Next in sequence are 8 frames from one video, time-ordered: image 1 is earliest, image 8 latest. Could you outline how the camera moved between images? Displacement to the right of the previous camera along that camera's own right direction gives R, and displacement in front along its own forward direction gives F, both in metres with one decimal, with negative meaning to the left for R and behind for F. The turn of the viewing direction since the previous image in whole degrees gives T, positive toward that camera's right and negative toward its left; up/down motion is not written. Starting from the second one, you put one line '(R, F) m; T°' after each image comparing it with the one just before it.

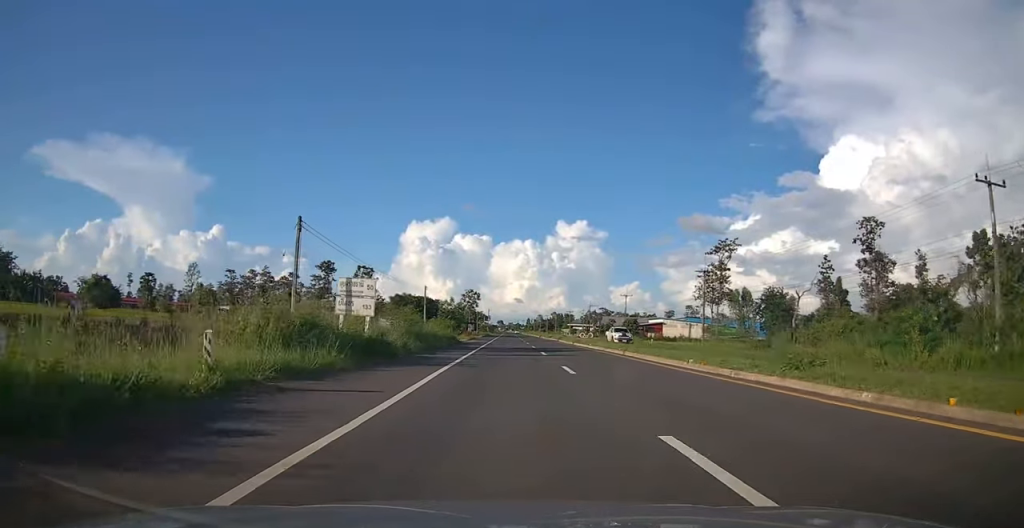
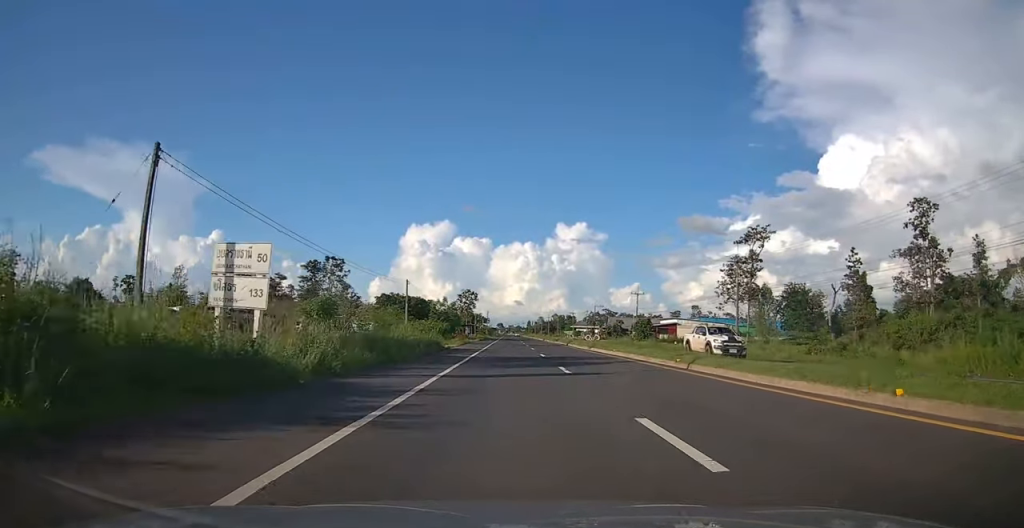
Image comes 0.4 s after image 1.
(0.0, +10.7) m; 0°
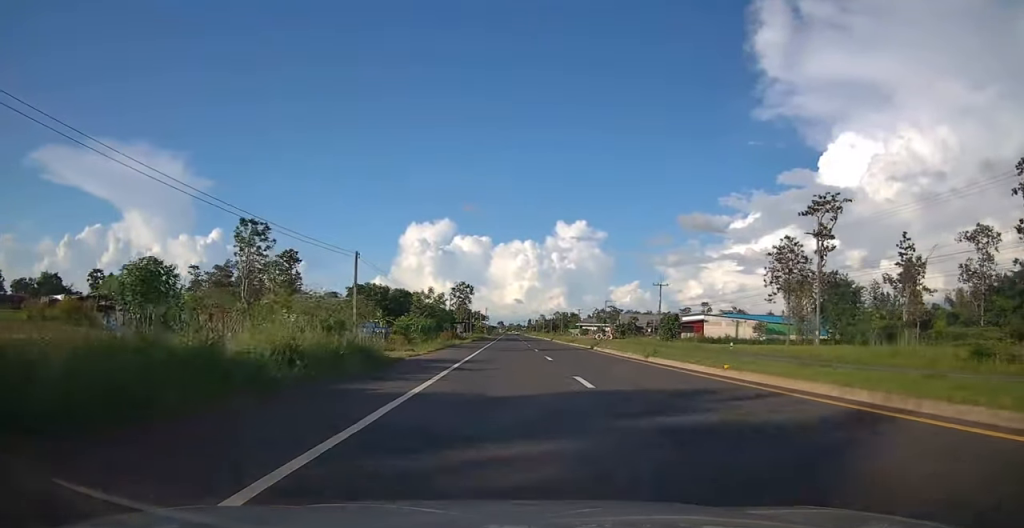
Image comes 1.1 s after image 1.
(0.0, +16.6) m; 0°
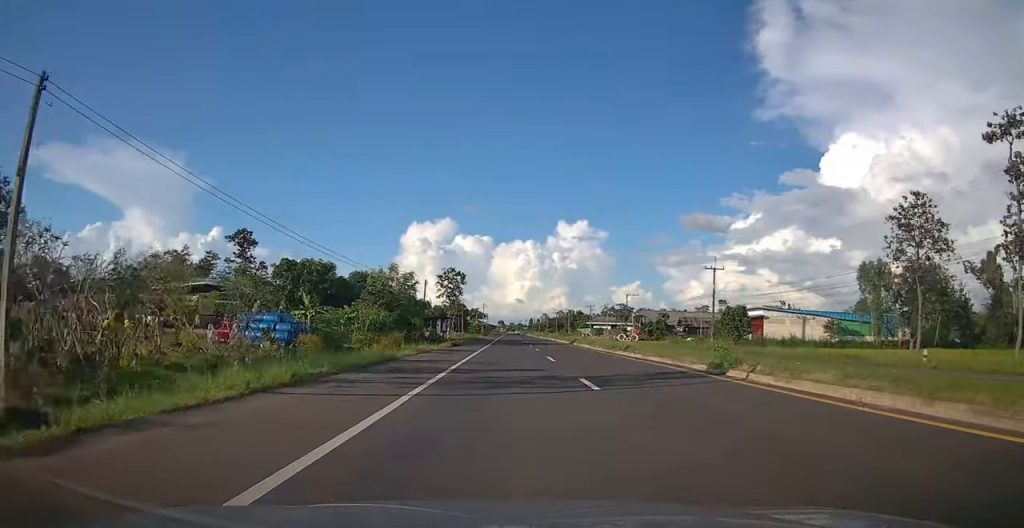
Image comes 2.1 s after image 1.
(0.0, +24.5) m; 0°
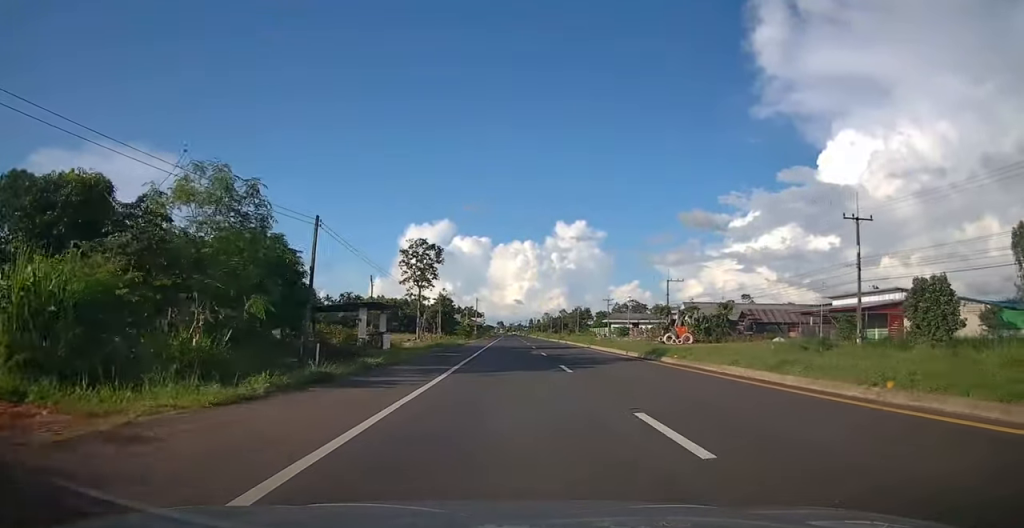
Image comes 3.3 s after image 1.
(+0.1, +30.7) m; 0°
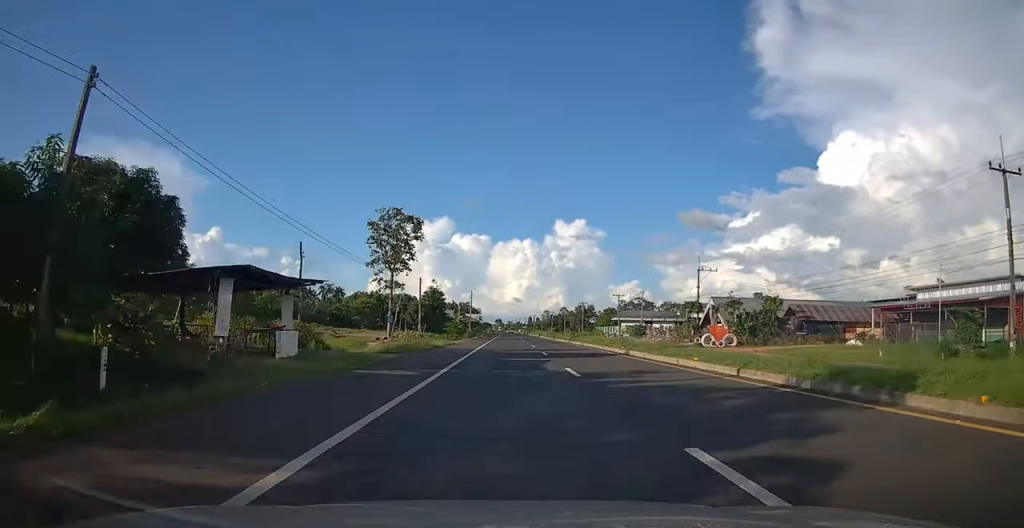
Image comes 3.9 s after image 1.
(0.0, +14.5) m; 0°
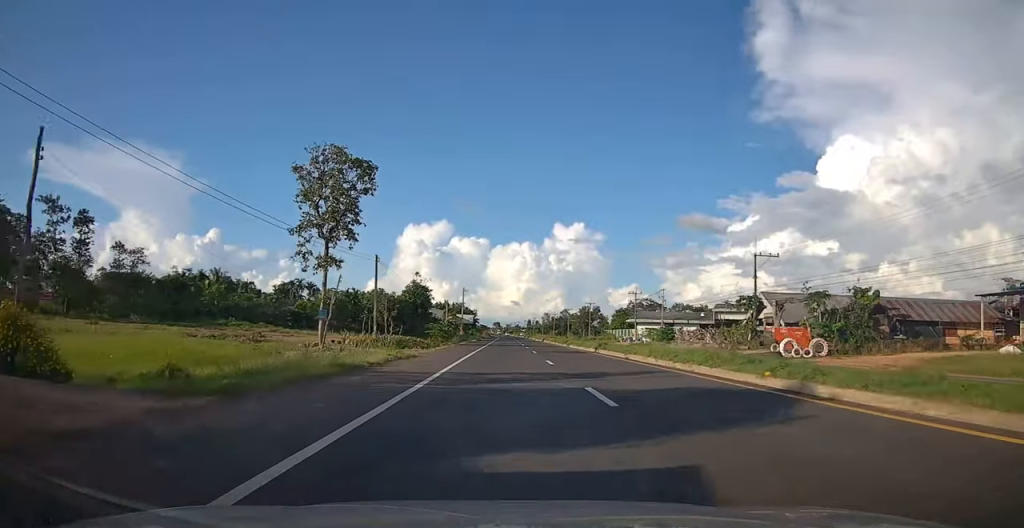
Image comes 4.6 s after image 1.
(0.0, +17.4) m; 0°
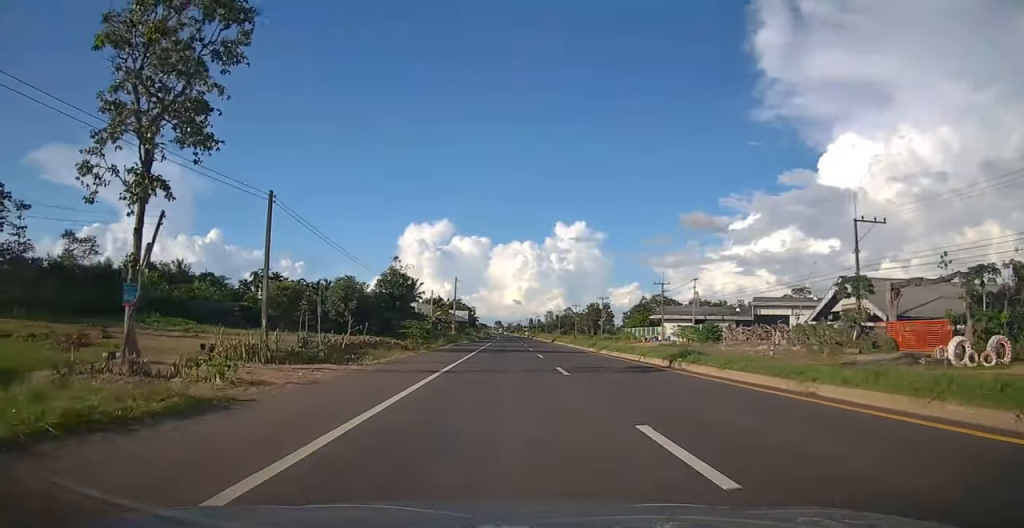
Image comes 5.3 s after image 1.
(0.0, +17.0) m; 0°
